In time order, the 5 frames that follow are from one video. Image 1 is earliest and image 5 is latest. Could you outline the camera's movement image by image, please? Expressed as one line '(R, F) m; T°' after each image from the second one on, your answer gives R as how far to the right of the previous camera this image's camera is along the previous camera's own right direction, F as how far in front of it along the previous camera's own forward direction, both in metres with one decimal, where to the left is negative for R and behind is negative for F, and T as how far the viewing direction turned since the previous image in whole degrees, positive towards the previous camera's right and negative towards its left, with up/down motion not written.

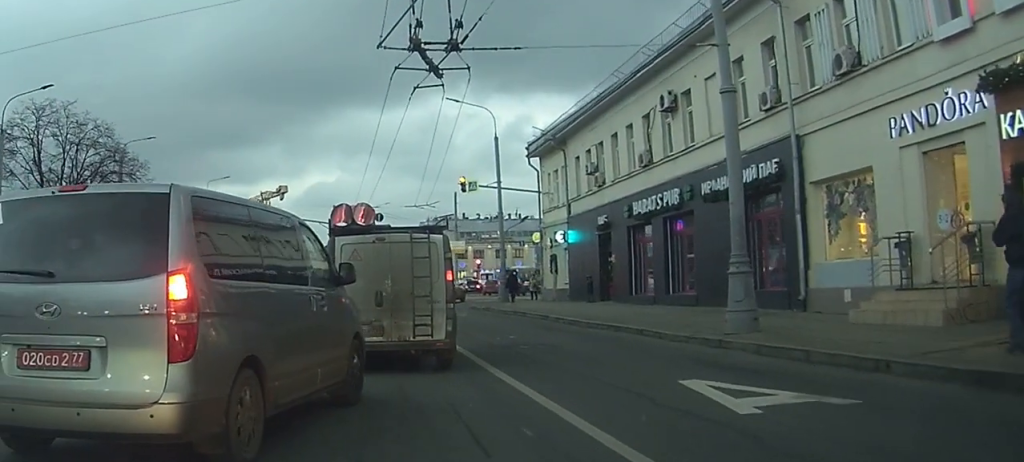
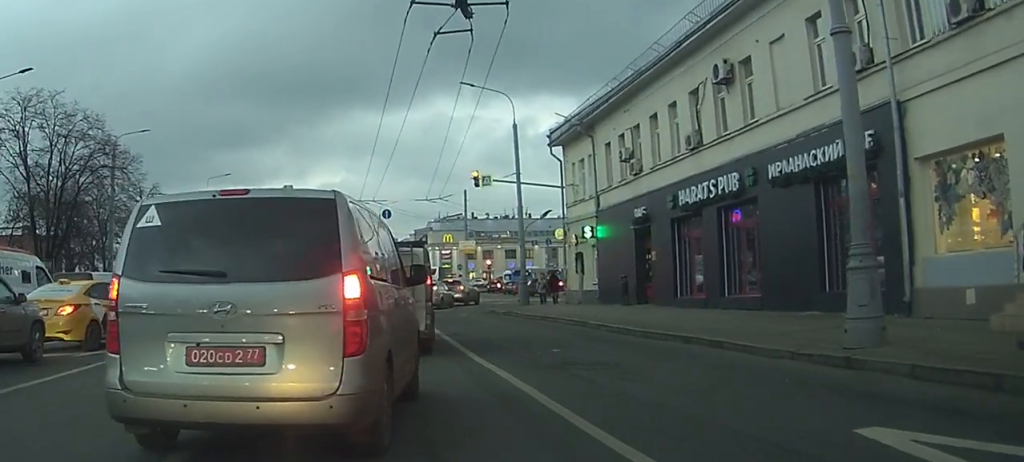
(+0.1, +6.8) m; -3°
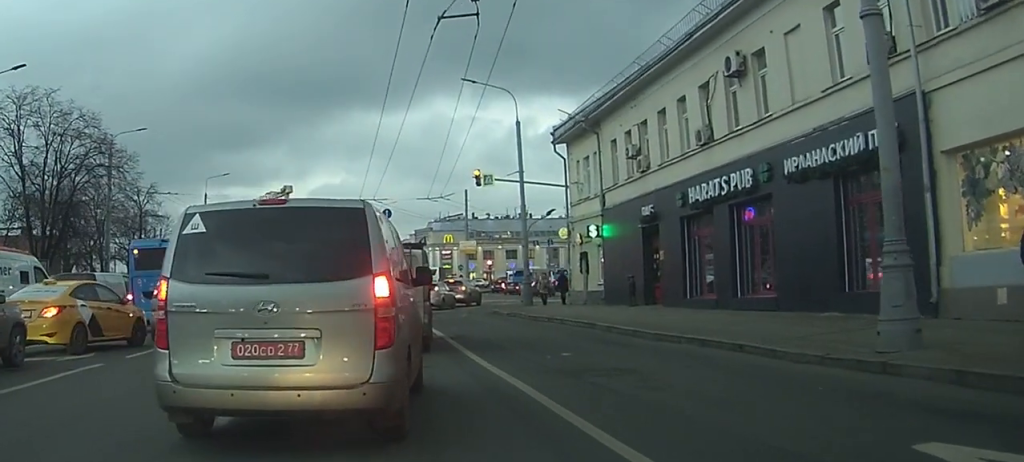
(0.0, +1.4) m; -2°
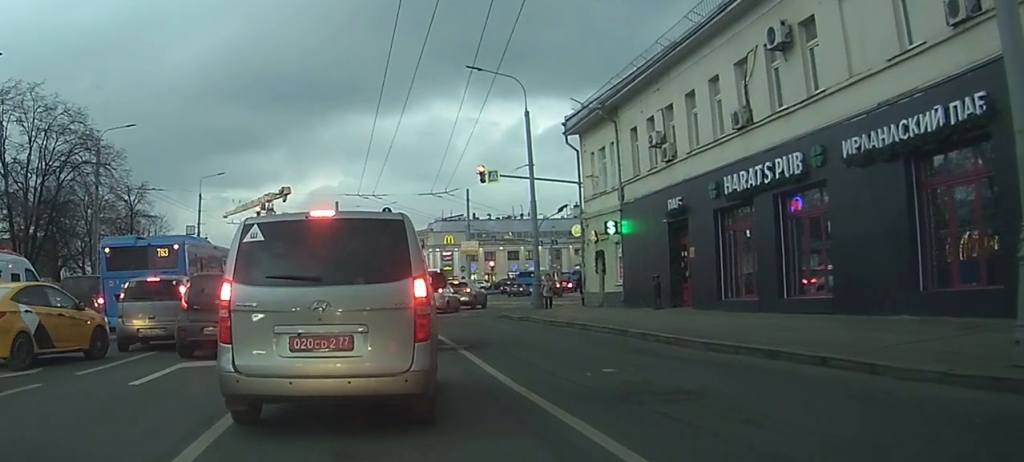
(+0.1, +3.3) m; +3°
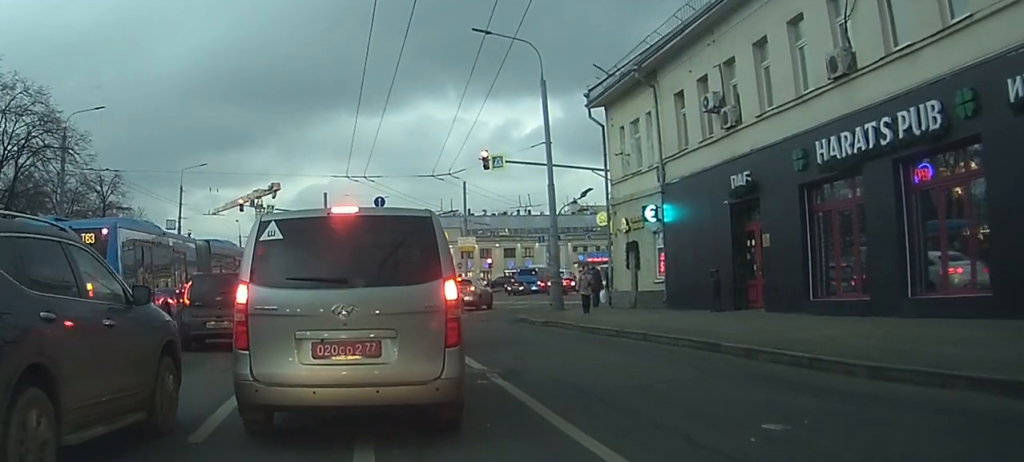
(+0.1, +6.5) m; 0°
